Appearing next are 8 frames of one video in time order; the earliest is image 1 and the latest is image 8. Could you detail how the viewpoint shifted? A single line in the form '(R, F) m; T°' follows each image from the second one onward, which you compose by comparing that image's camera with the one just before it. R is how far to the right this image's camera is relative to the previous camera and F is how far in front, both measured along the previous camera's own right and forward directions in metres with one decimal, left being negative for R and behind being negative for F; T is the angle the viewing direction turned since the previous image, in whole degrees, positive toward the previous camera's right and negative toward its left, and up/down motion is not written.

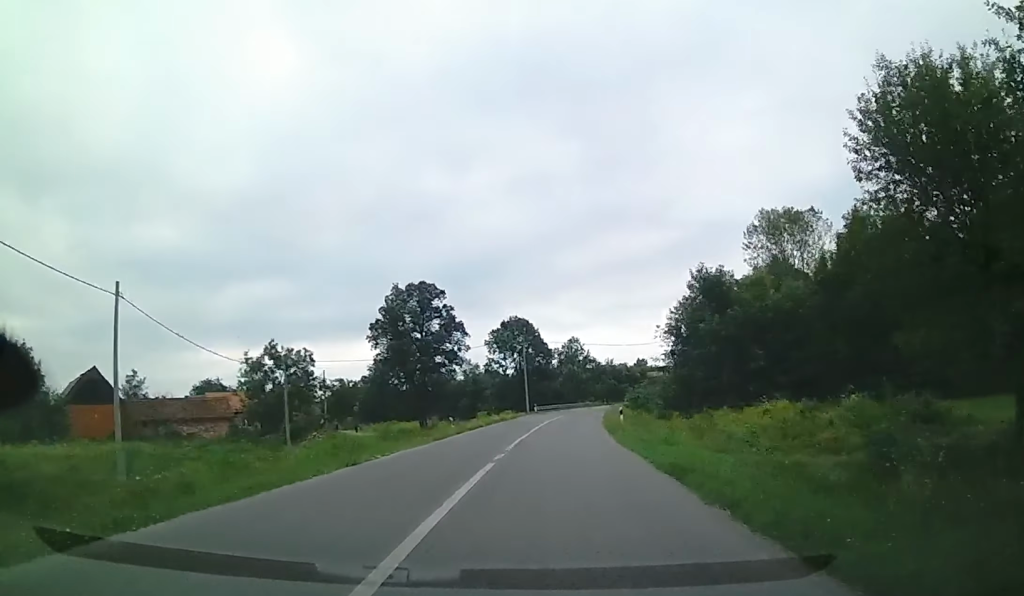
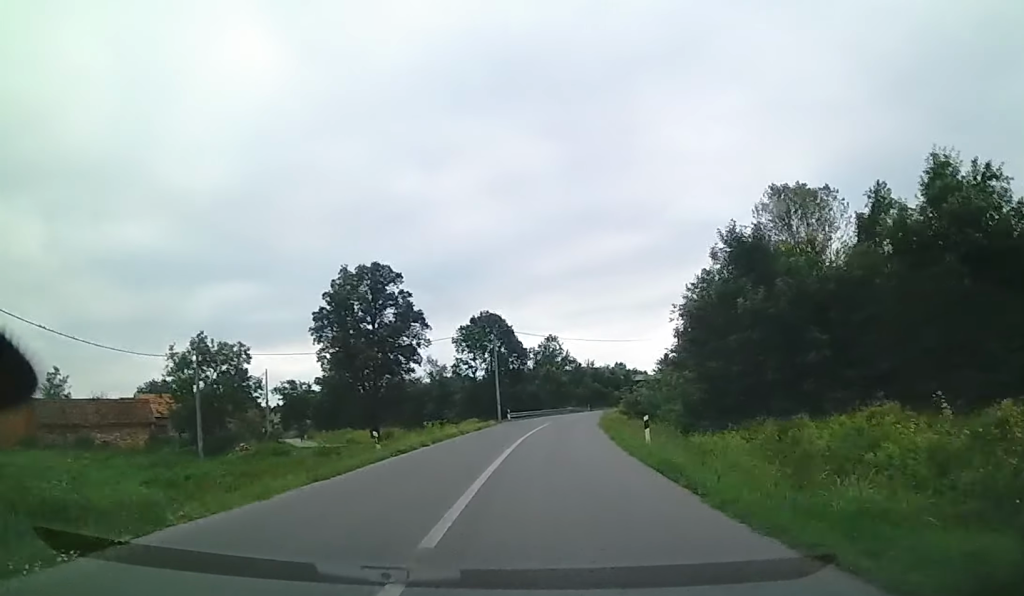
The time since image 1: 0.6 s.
(+0.2, +11.6) m; +1°
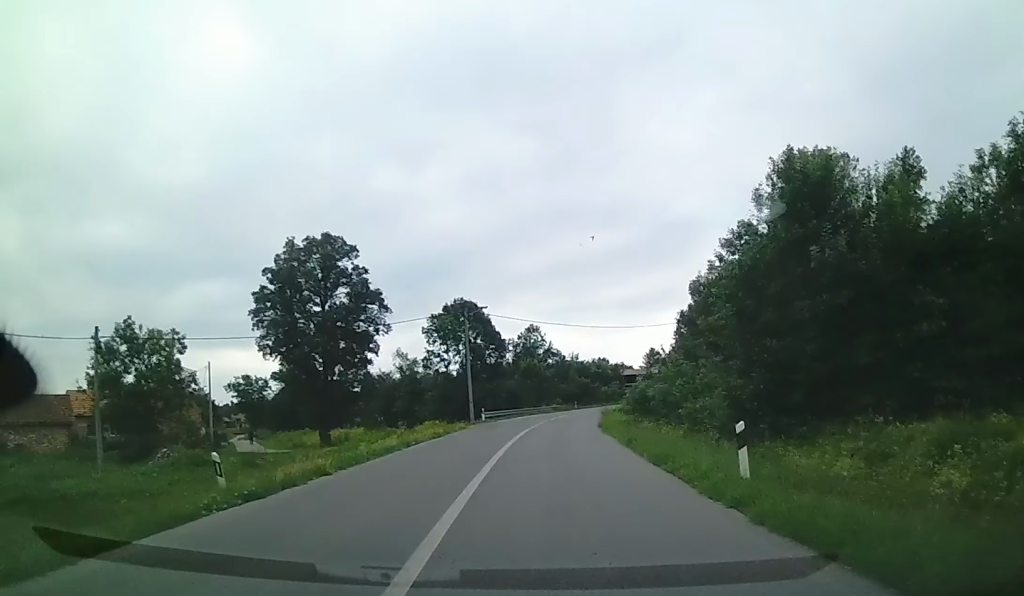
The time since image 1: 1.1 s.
(-0.1, +9.7) m; +1°
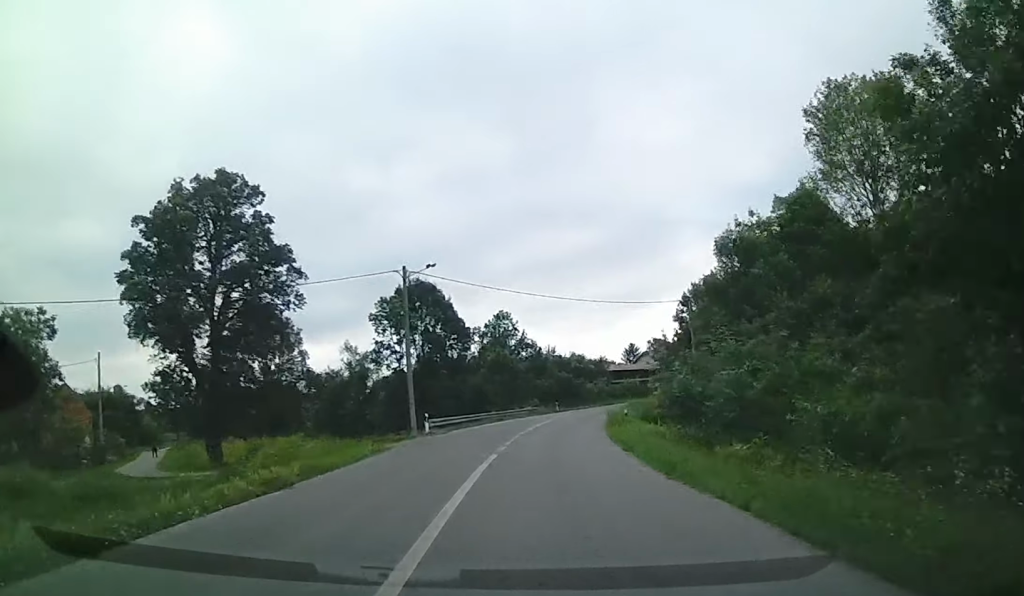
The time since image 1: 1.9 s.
(+0.3, +14.7) m; +5°
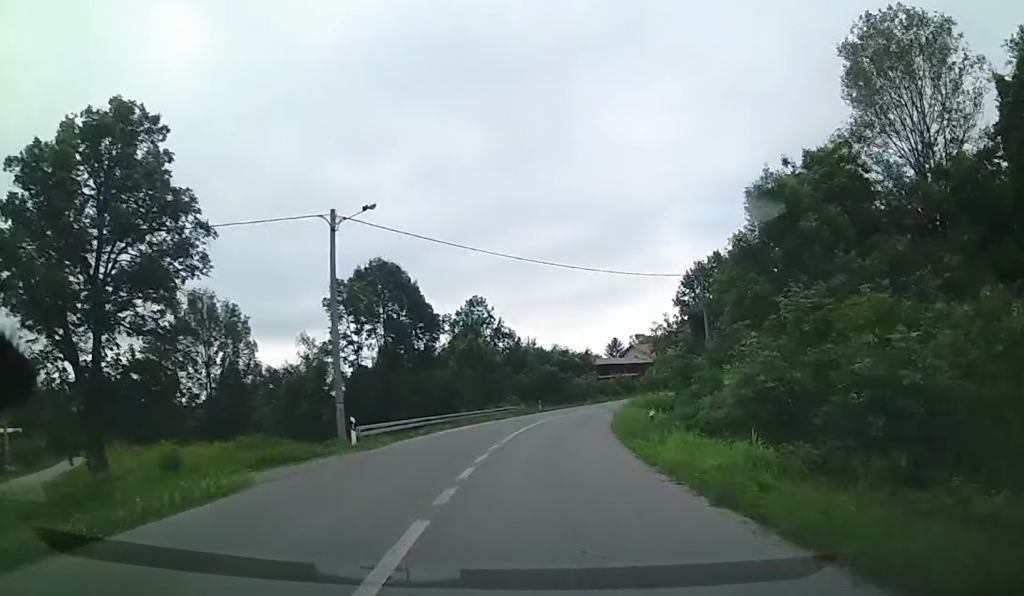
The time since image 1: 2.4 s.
(+0.3, +9.4) m; +4°
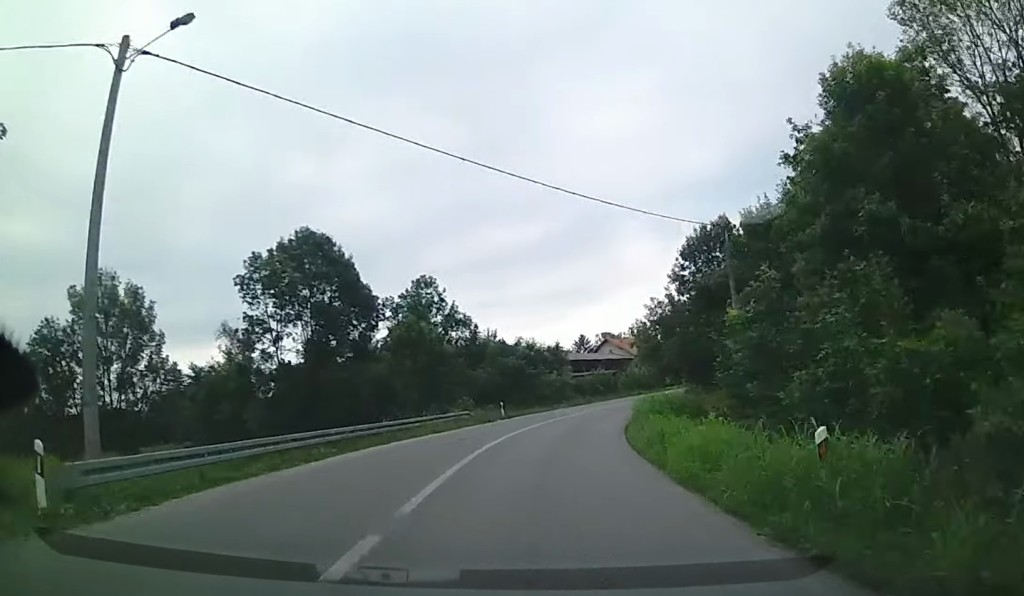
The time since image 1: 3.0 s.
(+0.6, +12.5) m; +5°
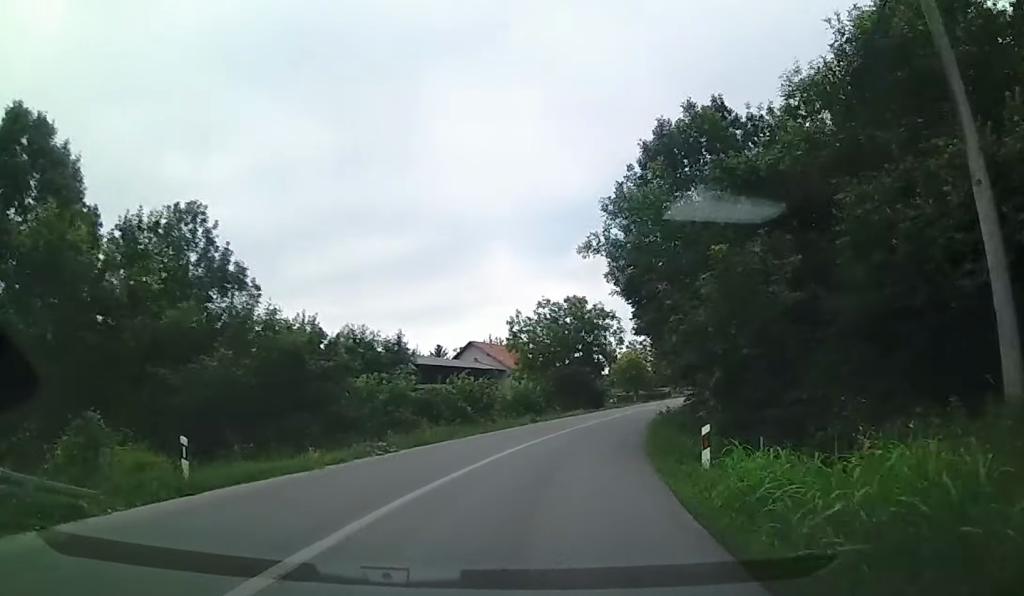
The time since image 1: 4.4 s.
(+1.2, +23.7) m; +4°
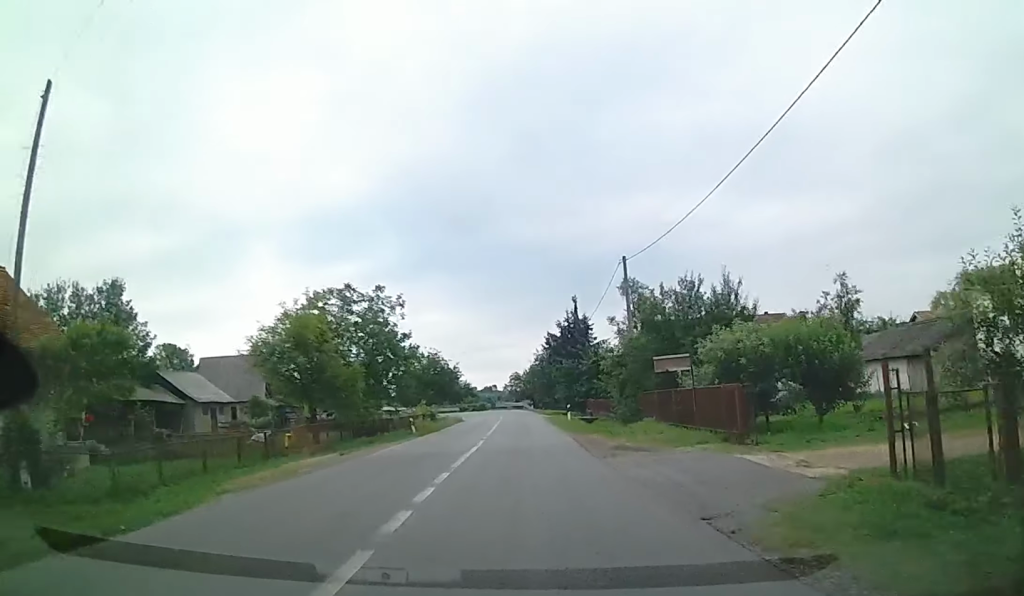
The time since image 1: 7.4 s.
(+7.6, +49.0) m; +23°
